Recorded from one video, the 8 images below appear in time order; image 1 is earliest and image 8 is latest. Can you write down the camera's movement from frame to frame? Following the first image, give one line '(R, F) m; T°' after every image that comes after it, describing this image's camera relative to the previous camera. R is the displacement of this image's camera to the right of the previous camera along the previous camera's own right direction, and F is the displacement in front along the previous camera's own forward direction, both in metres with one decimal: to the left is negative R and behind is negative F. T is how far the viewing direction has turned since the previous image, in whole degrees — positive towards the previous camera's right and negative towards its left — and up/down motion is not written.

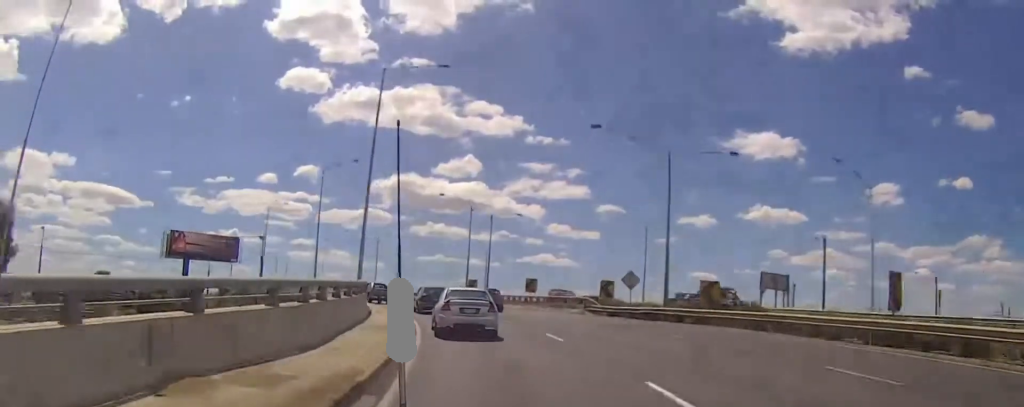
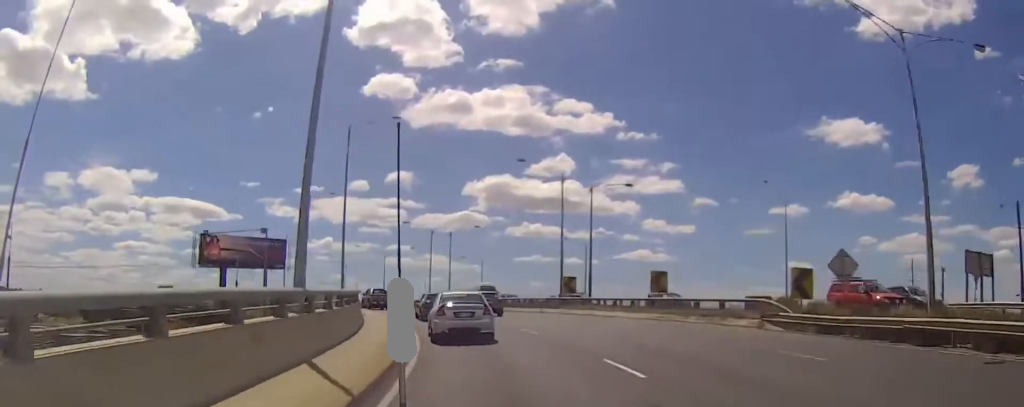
(-1.4, +19.5) m; -8°
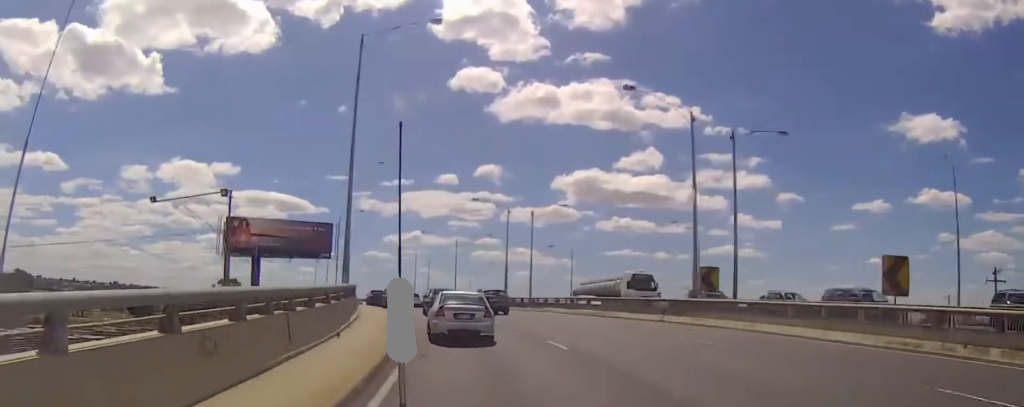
(-1.0, +17.3) m; -8°
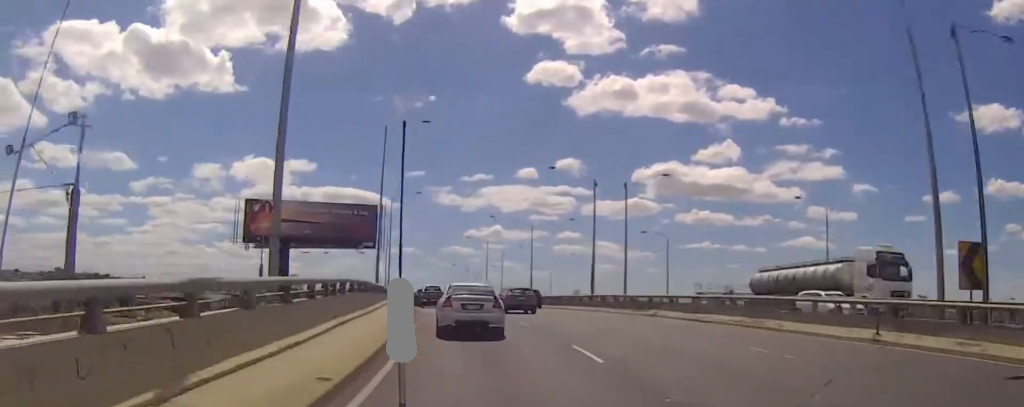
(-0.4, +15.1) m; -9°
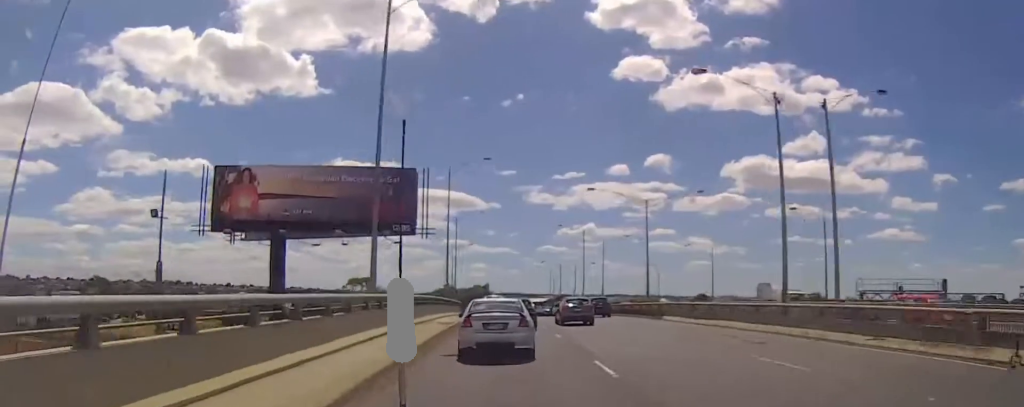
(-3.0, +23.2) m; -6°
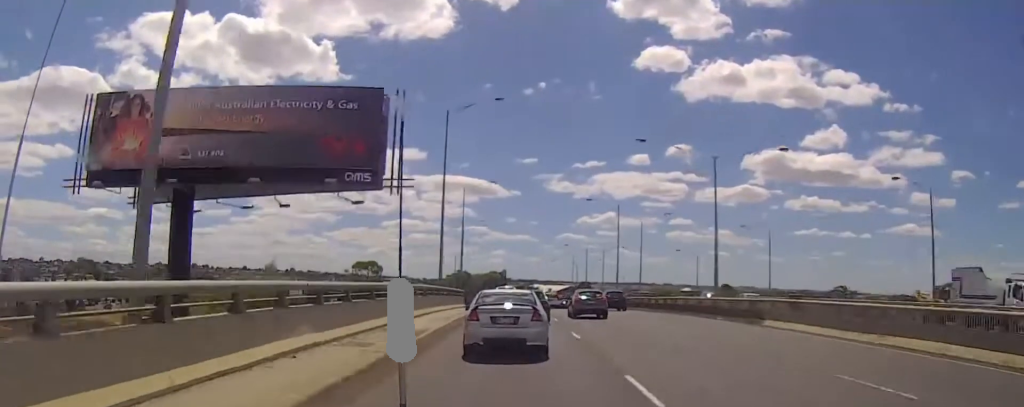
(+0.5, +15.7) m; 0°
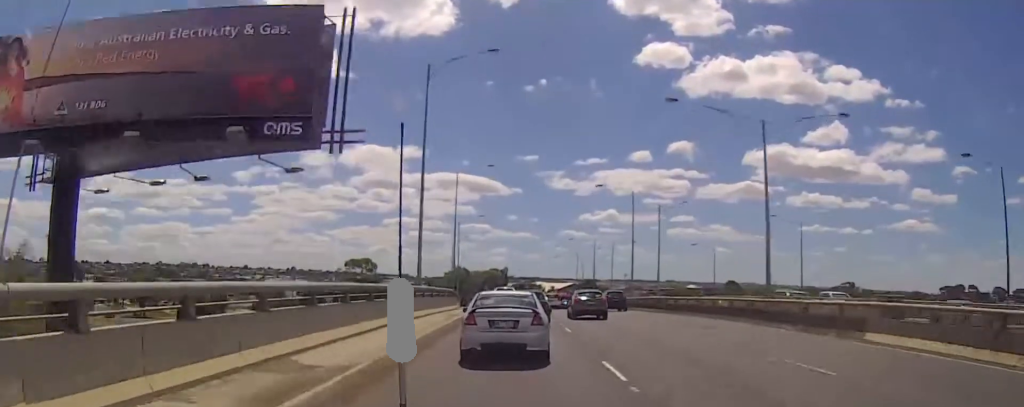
(-0.3, +9.0) m; -2°
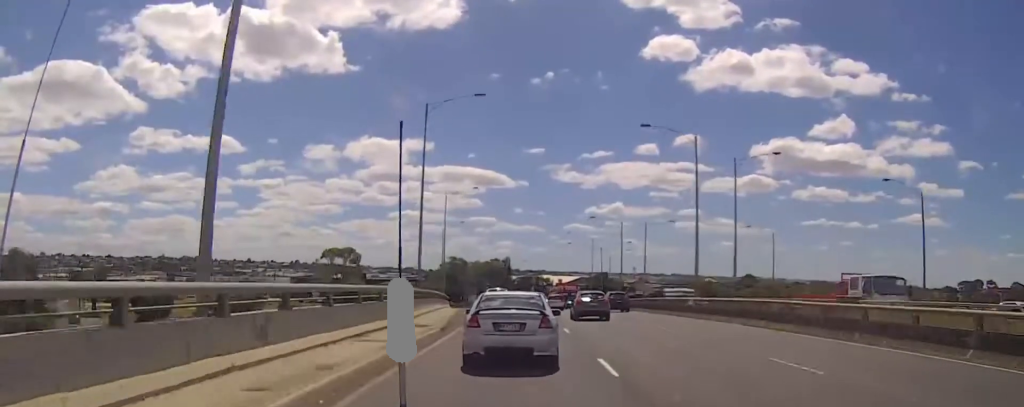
(-1.3, +23.4) m; -3°
